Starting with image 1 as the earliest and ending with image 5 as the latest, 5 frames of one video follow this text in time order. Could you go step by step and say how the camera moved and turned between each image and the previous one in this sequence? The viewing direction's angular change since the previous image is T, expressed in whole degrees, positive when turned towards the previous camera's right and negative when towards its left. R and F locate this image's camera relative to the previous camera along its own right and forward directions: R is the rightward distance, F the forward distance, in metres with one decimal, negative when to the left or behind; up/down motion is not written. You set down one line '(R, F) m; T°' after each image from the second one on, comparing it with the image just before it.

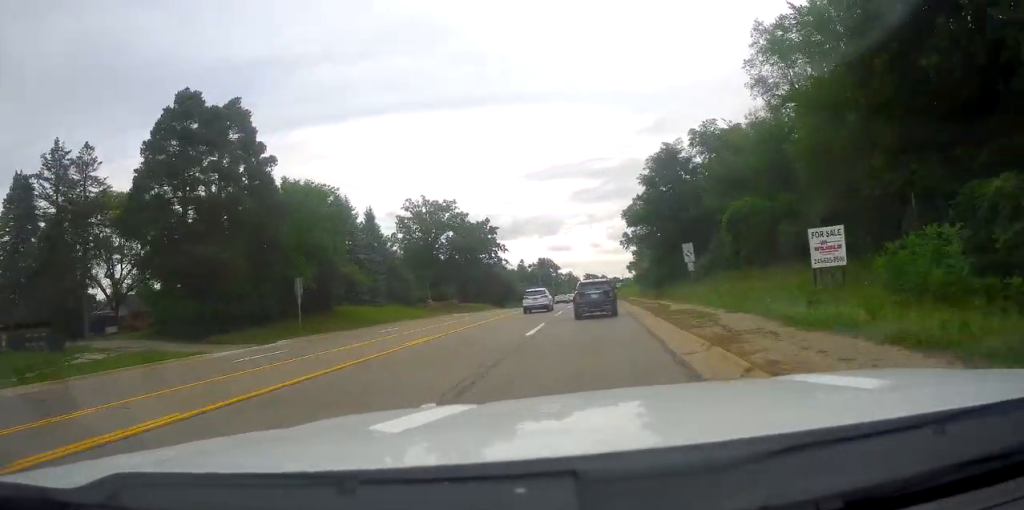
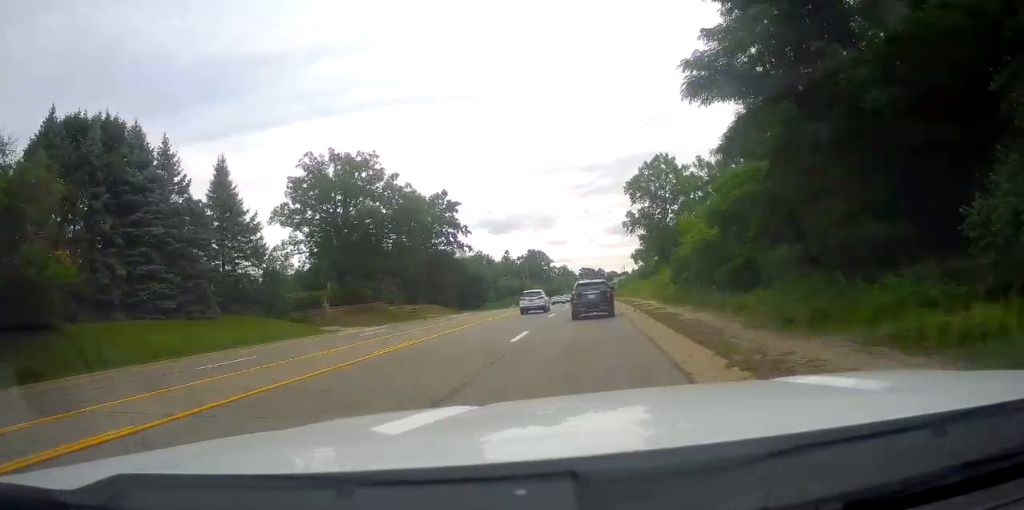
(+0.1, +31.5) m; 0°
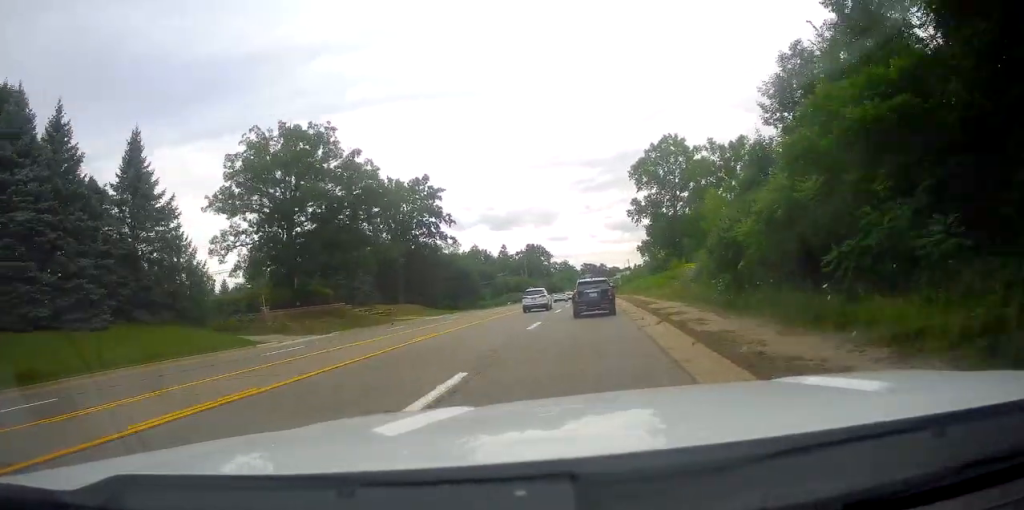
(+0.1, +10.7) m; 0°
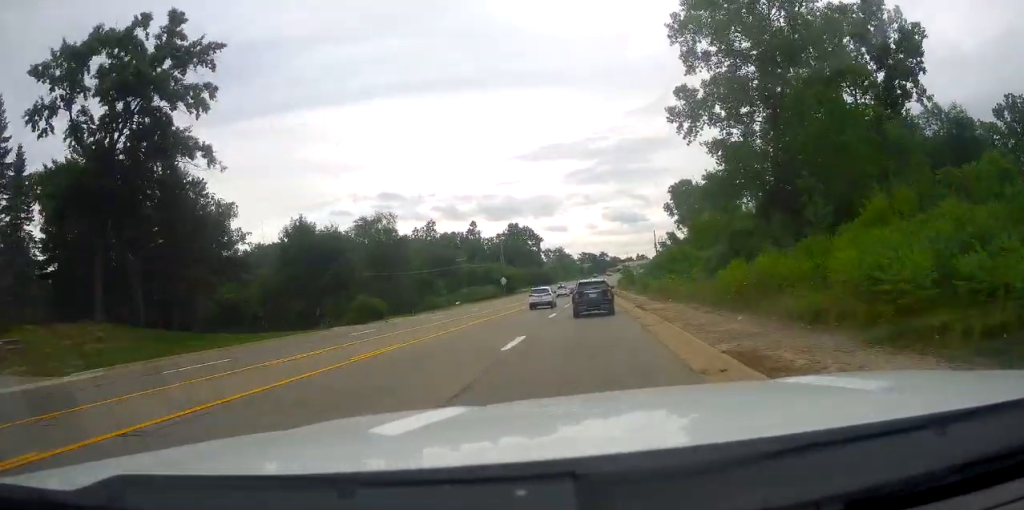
(-0.5, +51.9) m; -1°
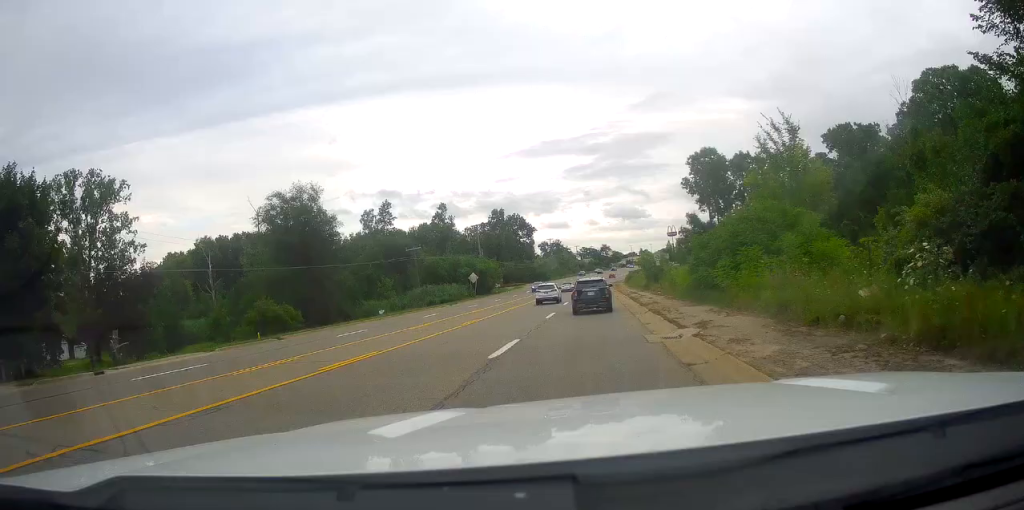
(+0.5, +32.1) m; +2°
